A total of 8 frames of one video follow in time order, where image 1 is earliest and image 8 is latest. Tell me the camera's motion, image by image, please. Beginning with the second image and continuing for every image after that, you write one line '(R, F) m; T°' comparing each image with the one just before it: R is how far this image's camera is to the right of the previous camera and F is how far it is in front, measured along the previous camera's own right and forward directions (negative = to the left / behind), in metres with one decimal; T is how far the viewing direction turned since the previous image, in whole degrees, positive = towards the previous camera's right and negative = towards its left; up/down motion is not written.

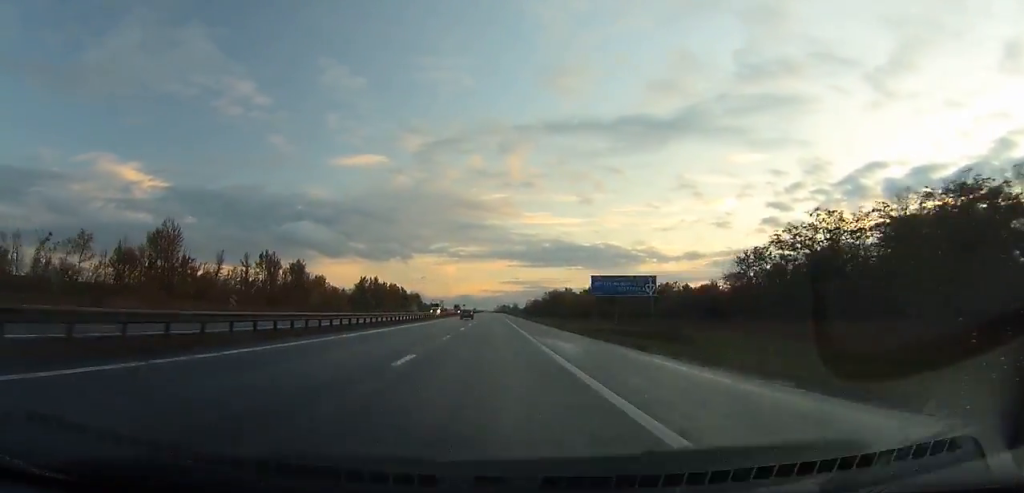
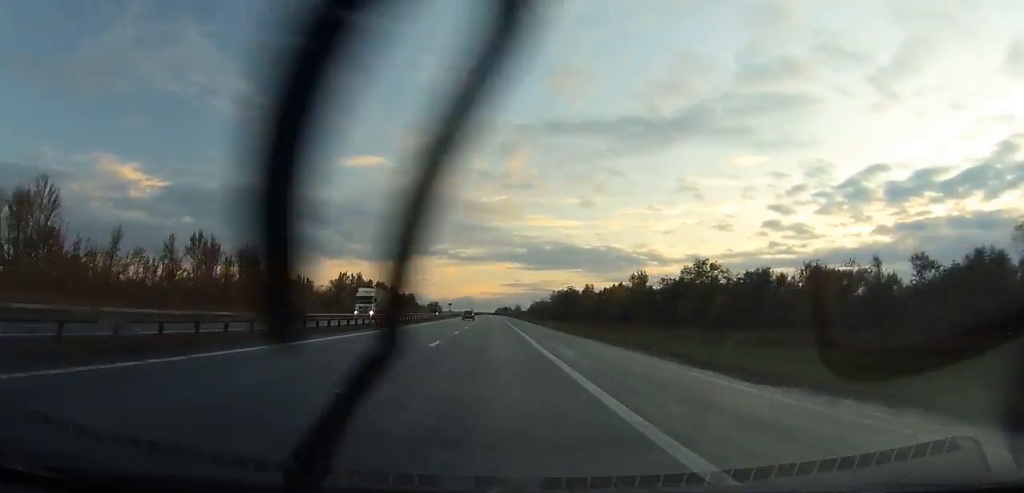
(0.0, +50.2) m; -1°
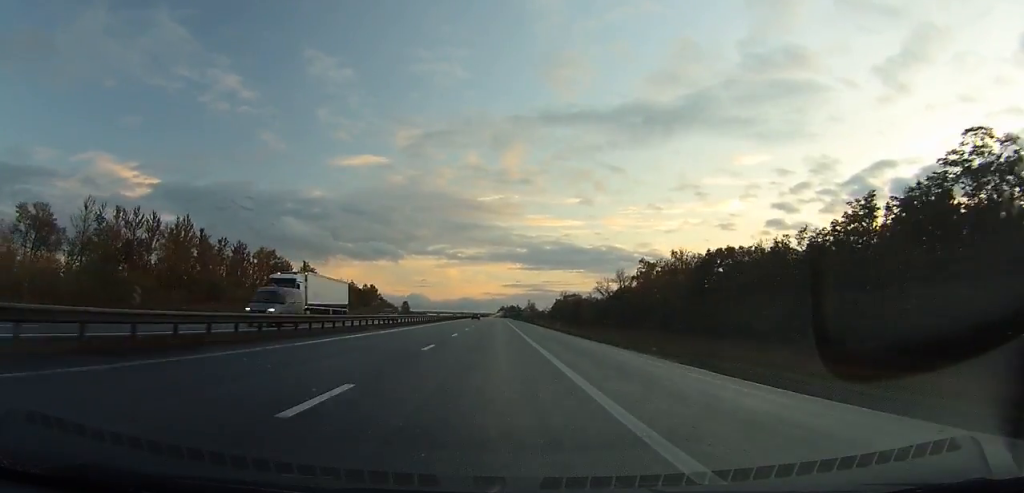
(-2.0, +205.5) m; 0°
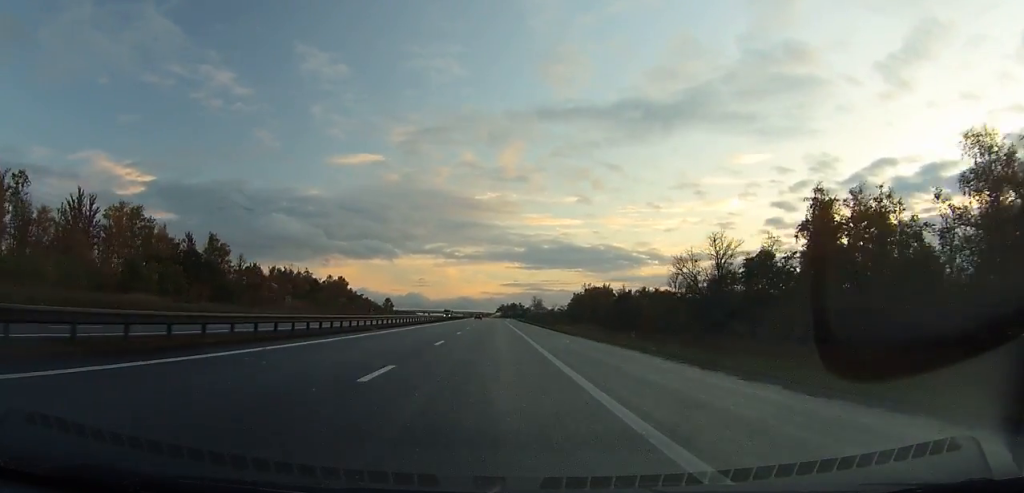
(+0.1, +84.1) m; 0°
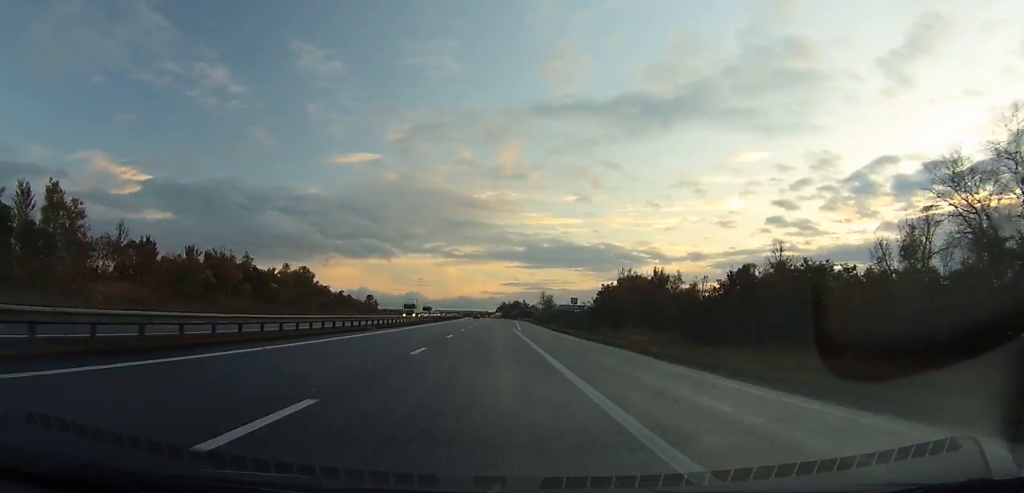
(+0.1, +67.7) m; 0°
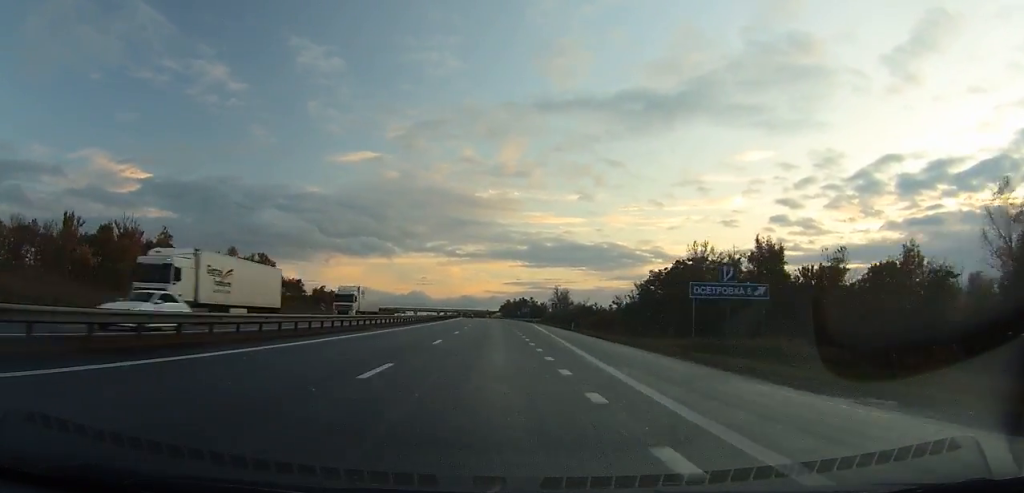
(-0.2, +56.4) m; 0°
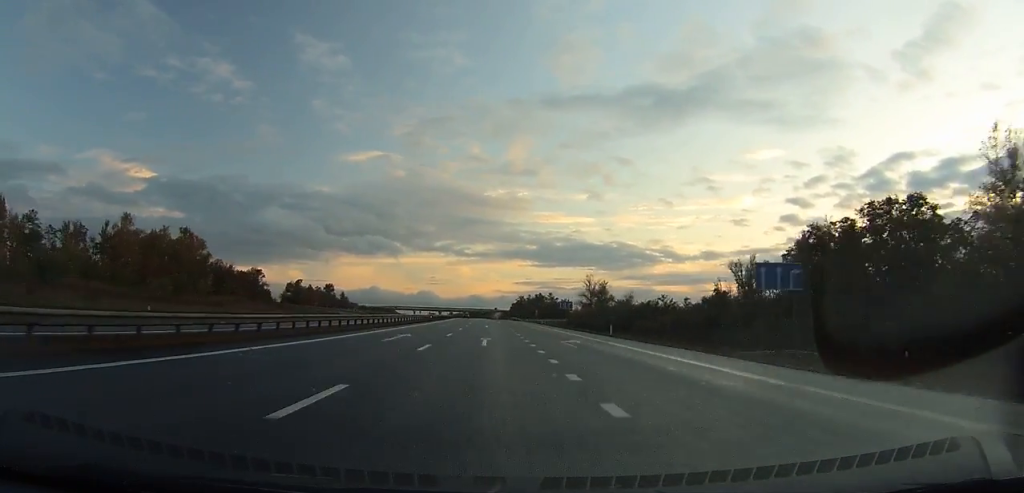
(-0.3, +64.5) m; -1°
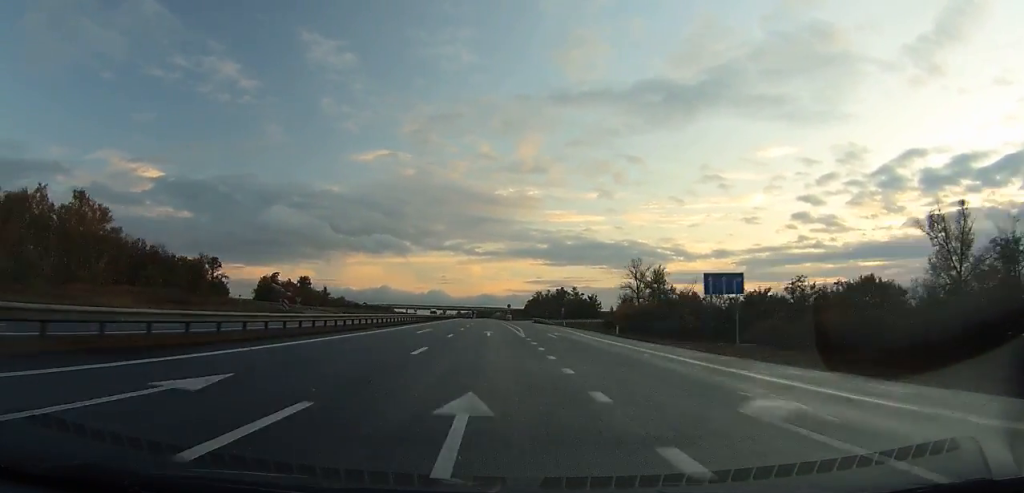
(0.0, +48.1) m; -1°
